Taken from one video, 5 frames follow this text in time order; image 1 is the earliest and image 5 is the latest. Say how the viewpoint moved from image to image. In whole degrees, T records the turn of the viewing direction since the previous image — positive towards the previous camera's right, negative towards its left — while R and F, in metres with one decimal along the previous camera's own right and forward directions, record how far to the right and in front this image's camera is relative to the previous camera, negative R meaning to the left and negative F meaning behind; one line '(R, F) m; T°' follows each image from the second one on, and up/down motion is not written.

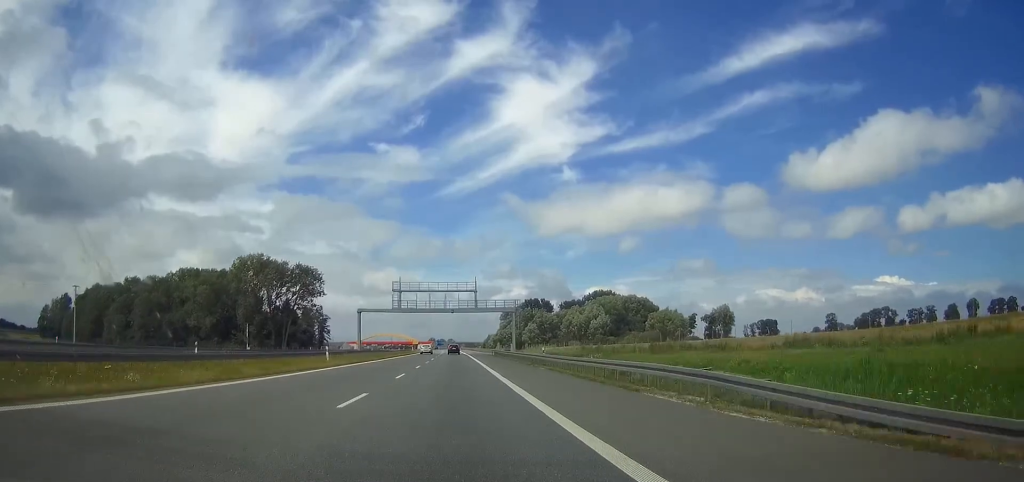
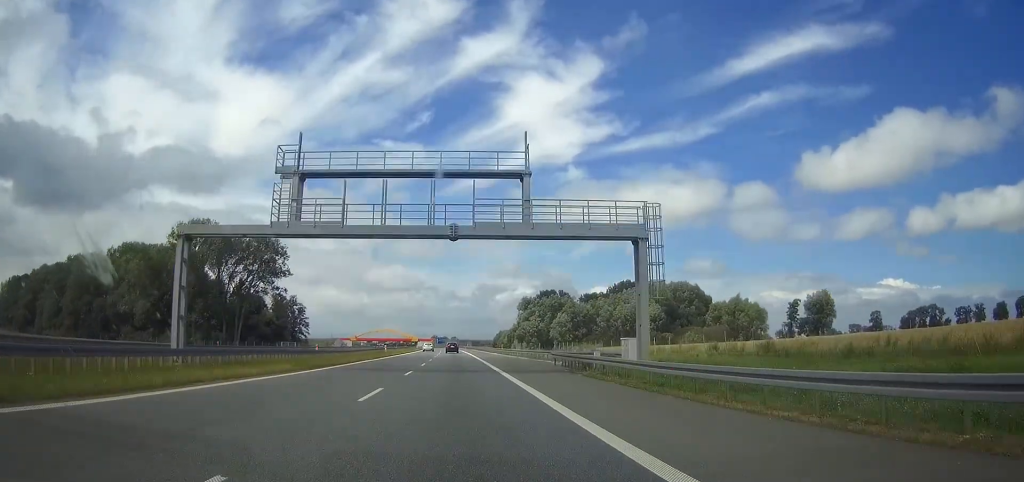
(-0.1, +59.3) m; 0°
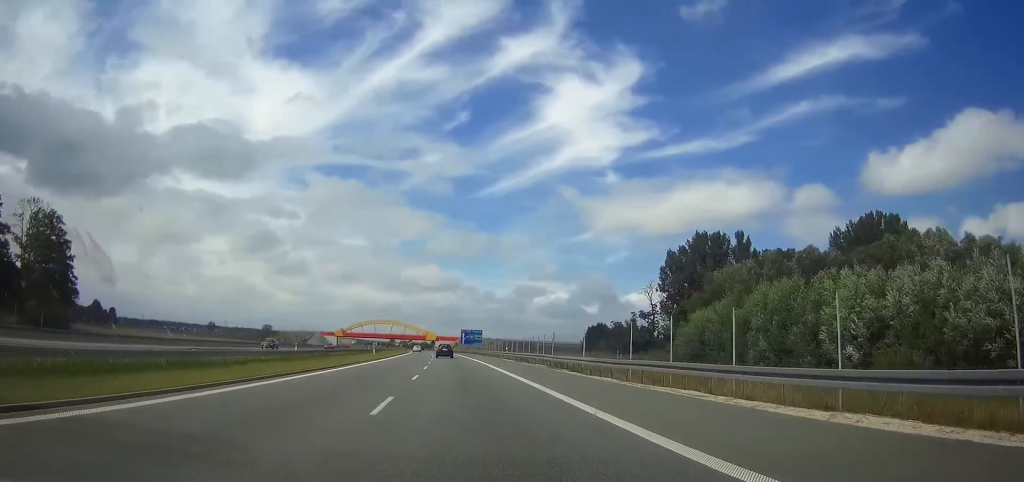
(-3.5, +208.2) m; -2°
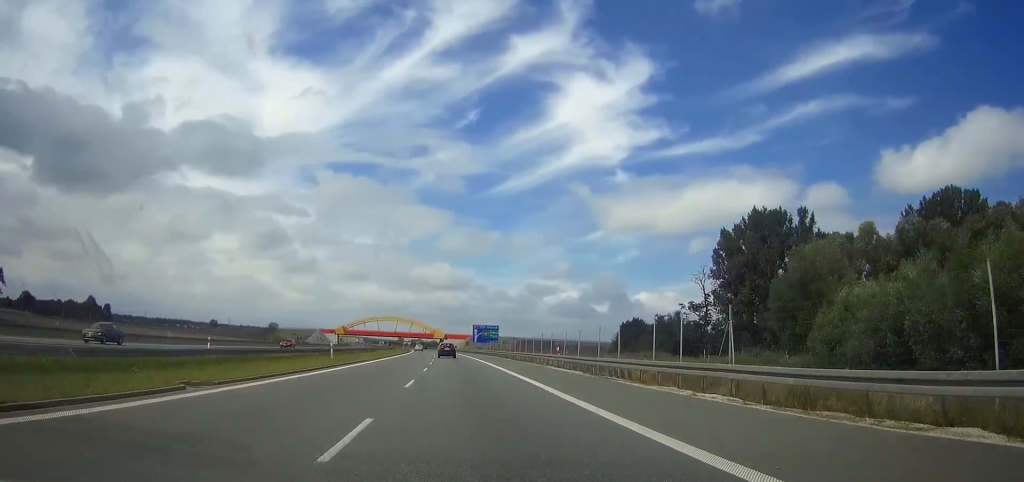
(0.0, +29.0) m; -1°
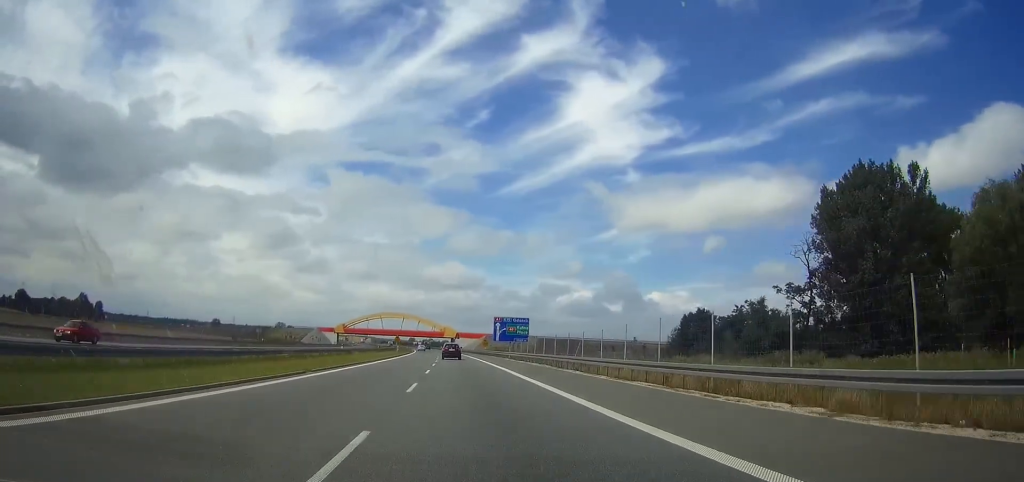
(-0.6, +37.8) m; -1°
